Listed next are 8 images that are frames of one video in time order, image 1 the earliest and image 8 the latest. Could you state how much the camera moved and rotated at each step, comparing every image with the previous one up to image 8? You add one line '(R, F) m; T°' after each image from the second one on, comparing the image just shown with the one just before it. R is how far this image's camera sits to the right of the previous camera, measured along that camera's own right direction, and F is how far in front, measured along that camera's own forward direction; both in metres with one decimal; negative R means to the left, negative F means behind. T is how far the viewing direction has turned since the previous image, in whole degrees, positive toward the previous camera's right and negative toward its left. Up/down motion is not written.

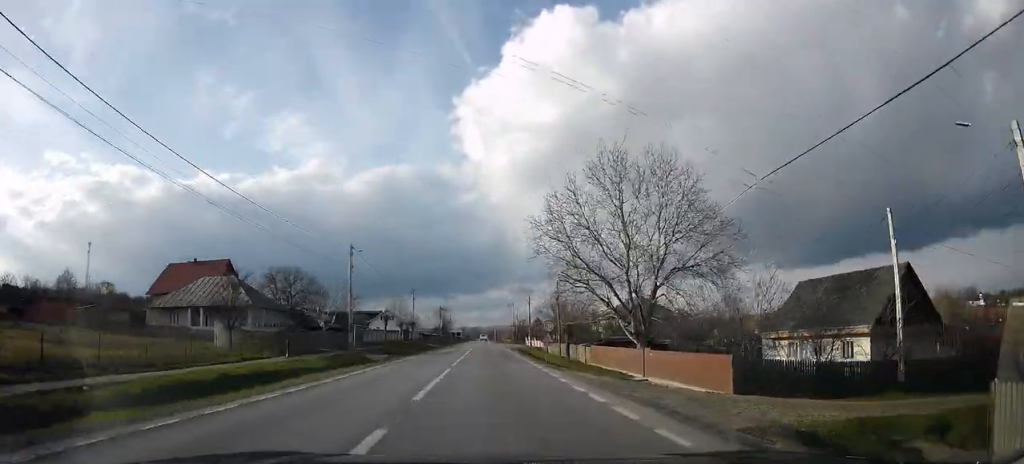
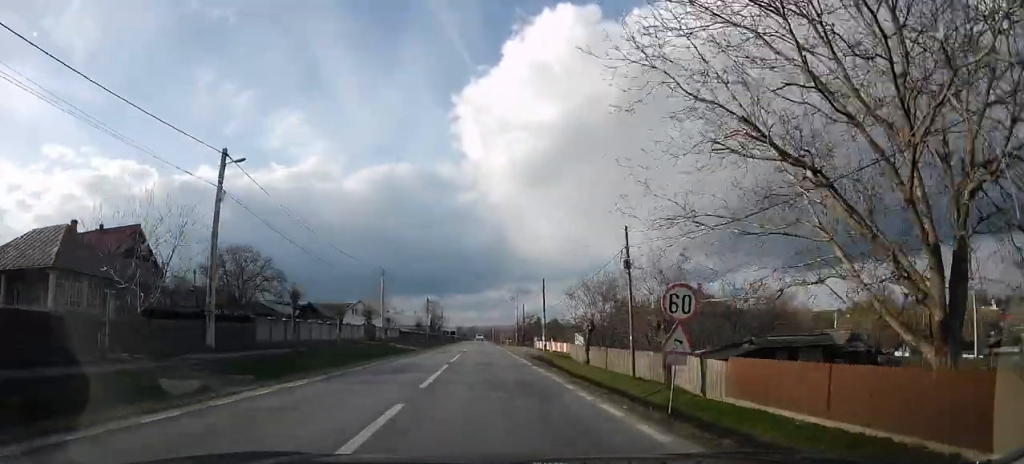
(0.0, +21.7) m; +1°
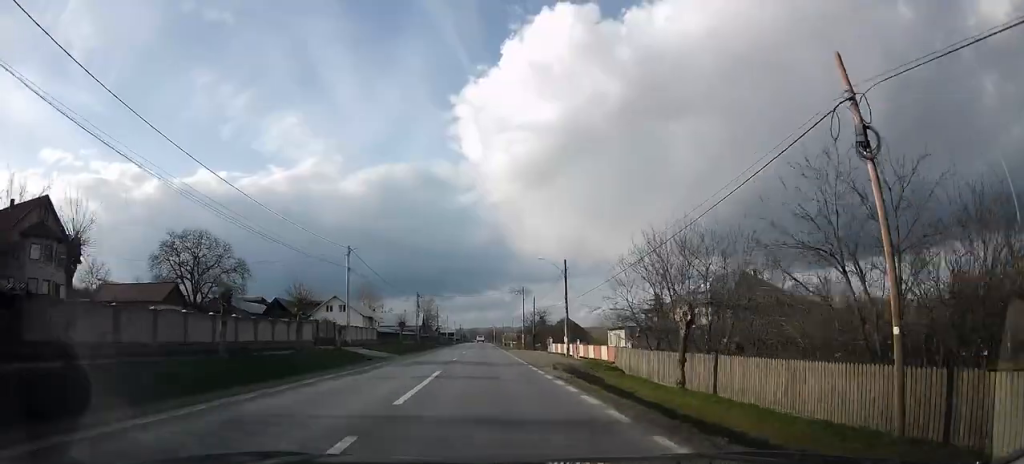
(+0.3, +15.3) m; +1°
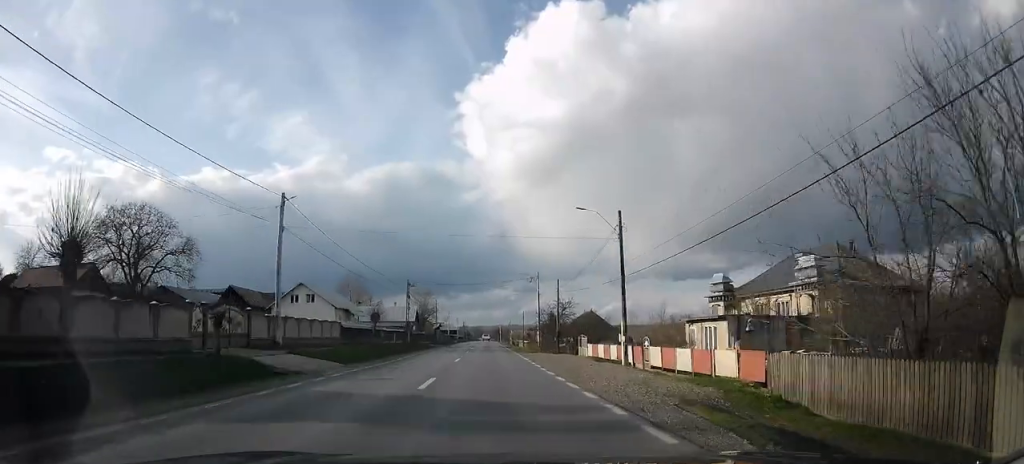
(+0.1, +16.0) m; 0°
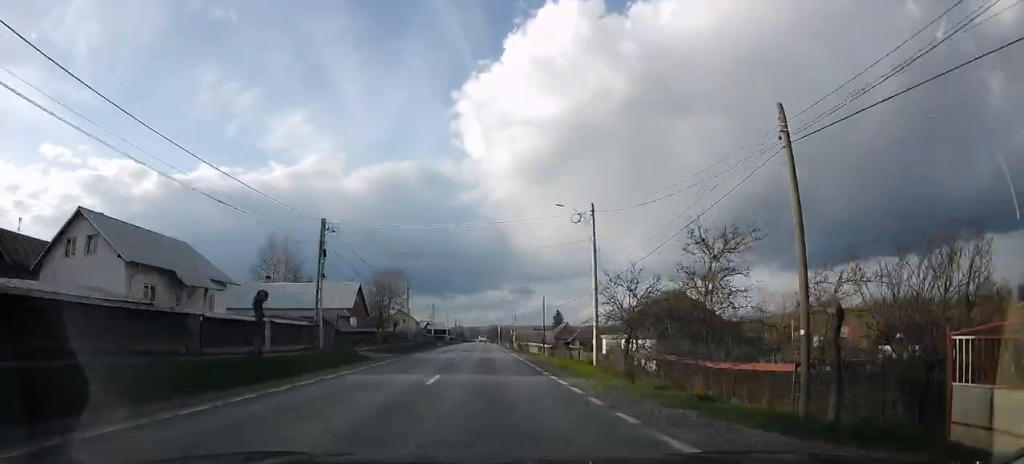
(-0.2, +41.3) m; -1°
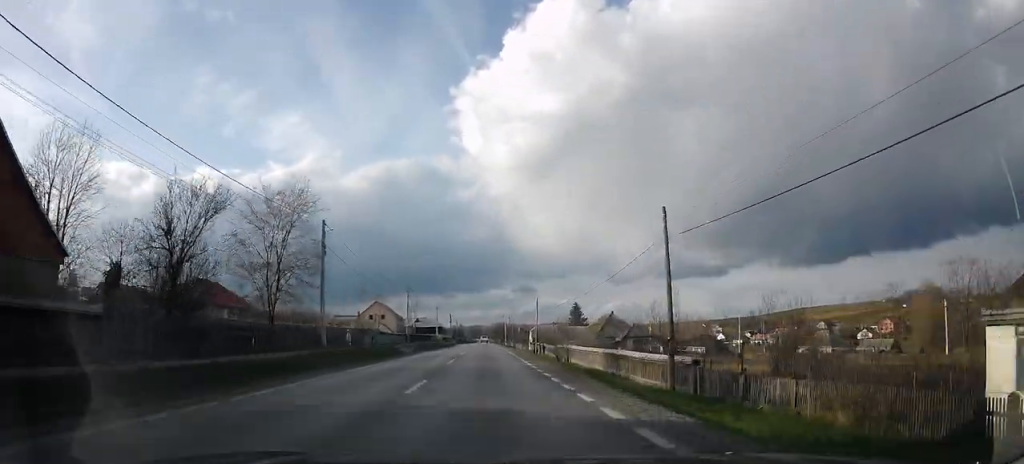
(-0.3, +49.0) m; 0°
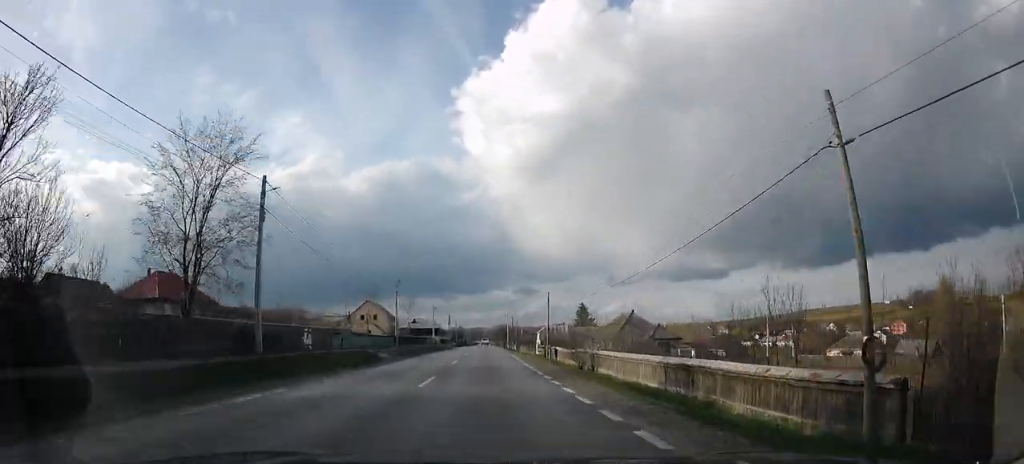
(+0.1, +12.4) m; +1°
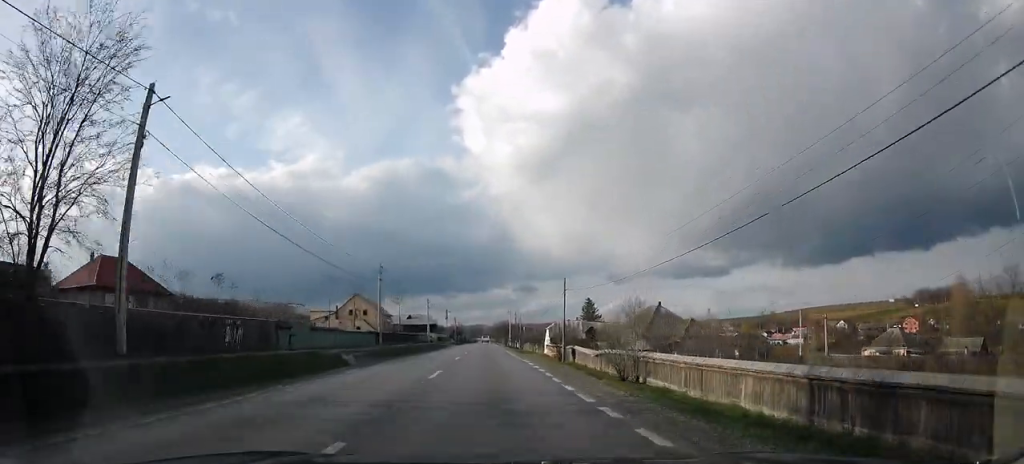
(+0.1, +11.4) m; 0°
